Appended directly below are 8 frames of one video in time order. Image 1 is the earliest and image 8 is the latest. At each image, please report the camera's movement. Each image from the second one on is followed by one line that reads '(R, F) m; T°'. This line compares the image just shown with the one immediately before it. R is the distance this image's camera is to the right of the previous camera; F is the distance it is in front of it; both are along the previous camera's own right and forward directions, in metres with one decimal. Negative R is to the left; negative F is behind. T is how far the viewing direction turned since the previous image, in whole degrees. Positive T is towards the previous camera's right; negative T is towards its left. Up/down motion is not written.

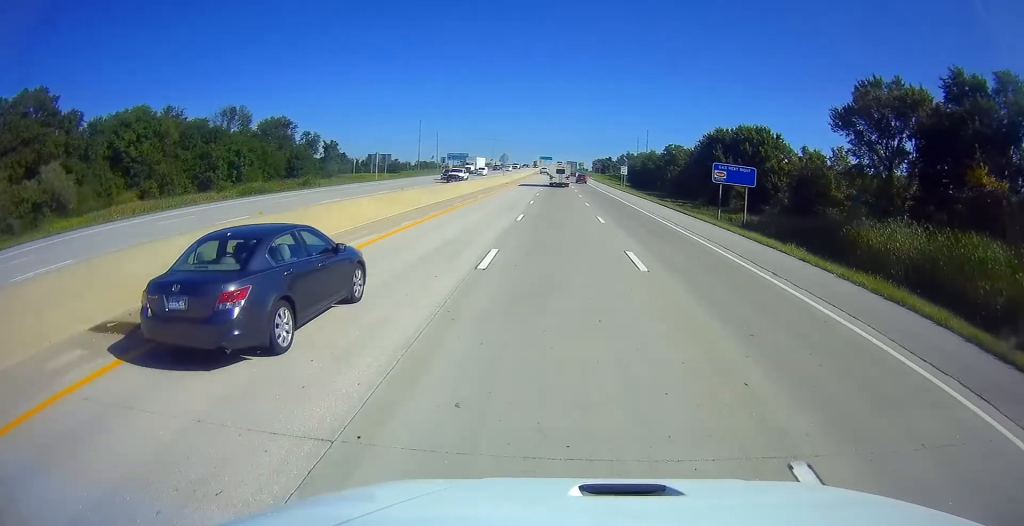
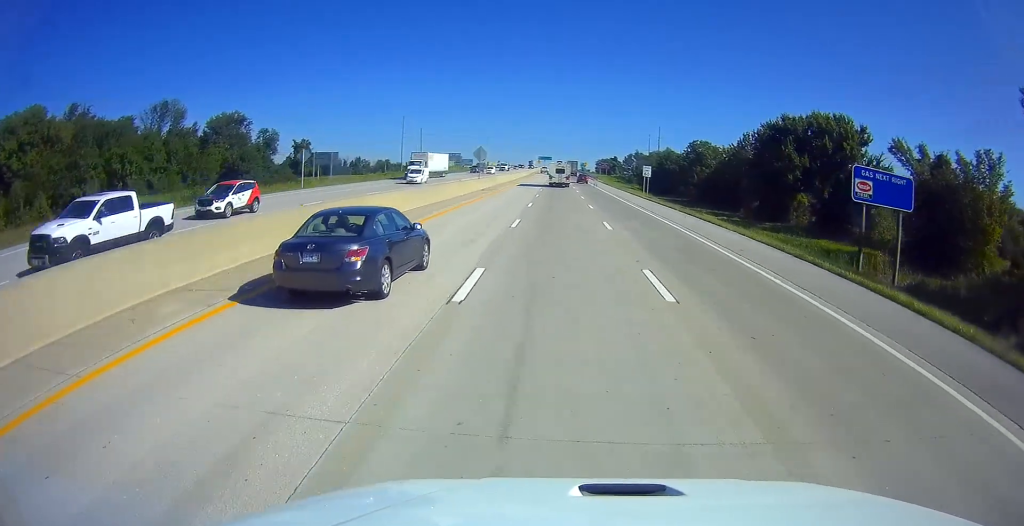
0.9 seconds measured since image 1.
(-0.1, +27.6) m; +1°
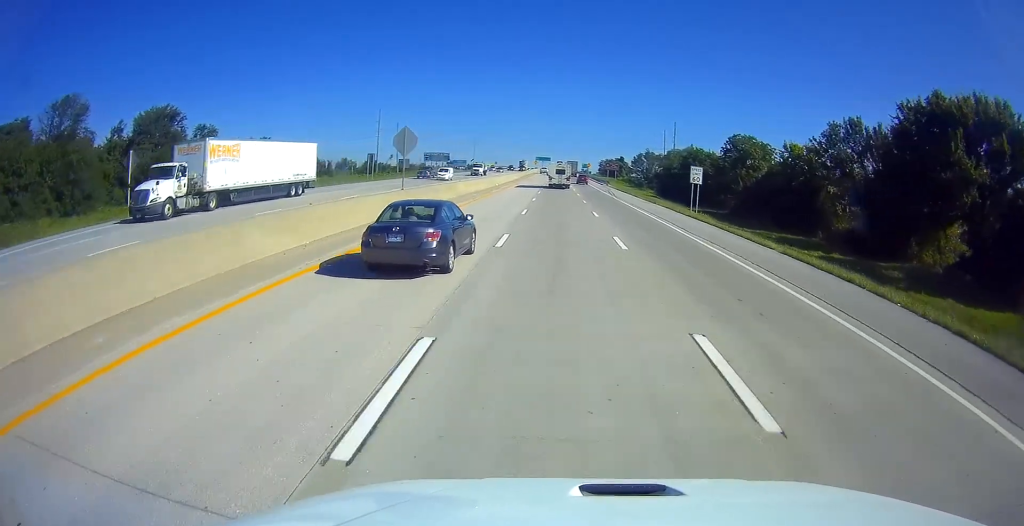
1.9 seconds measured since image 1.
(+0.4, +29.6) m; 0°
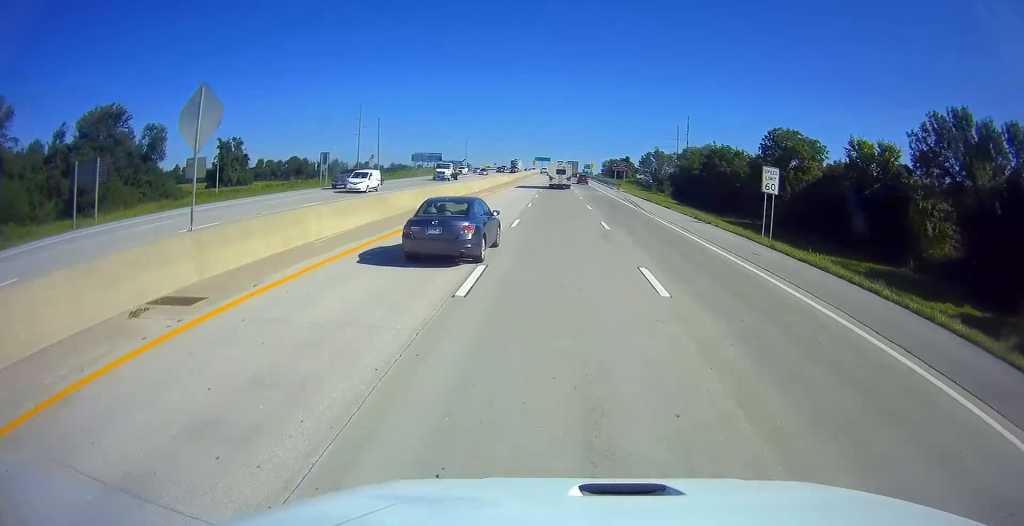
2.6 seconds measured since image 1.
(+0.1, +18.7) m; -1°
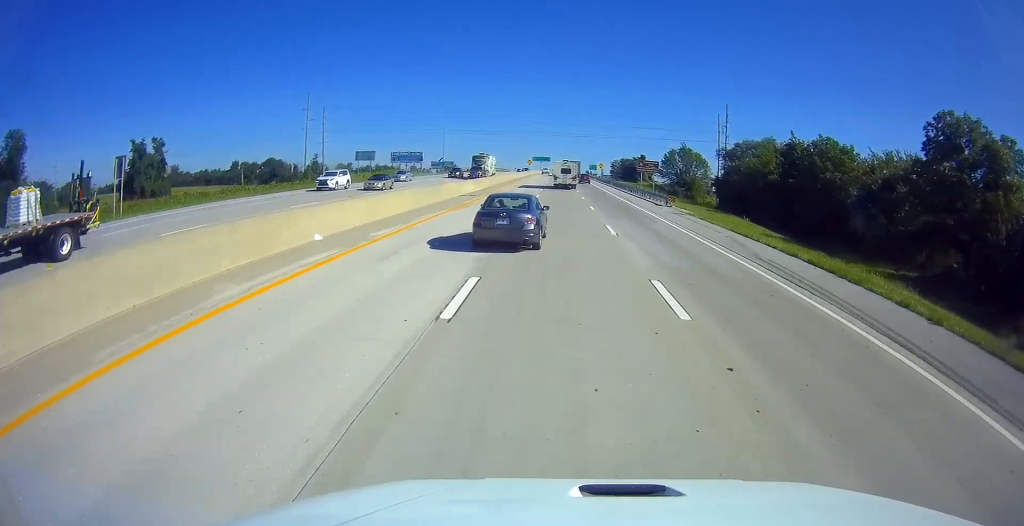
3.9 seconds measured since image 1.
(-0.5, +38.1) m; 0°
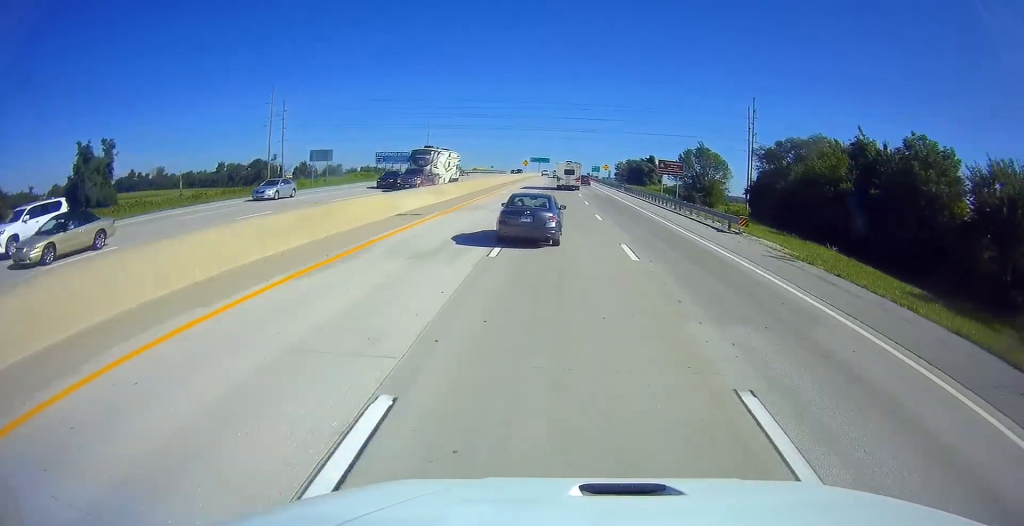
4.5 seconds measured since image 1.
(+0.3, +18.4) m; +1°
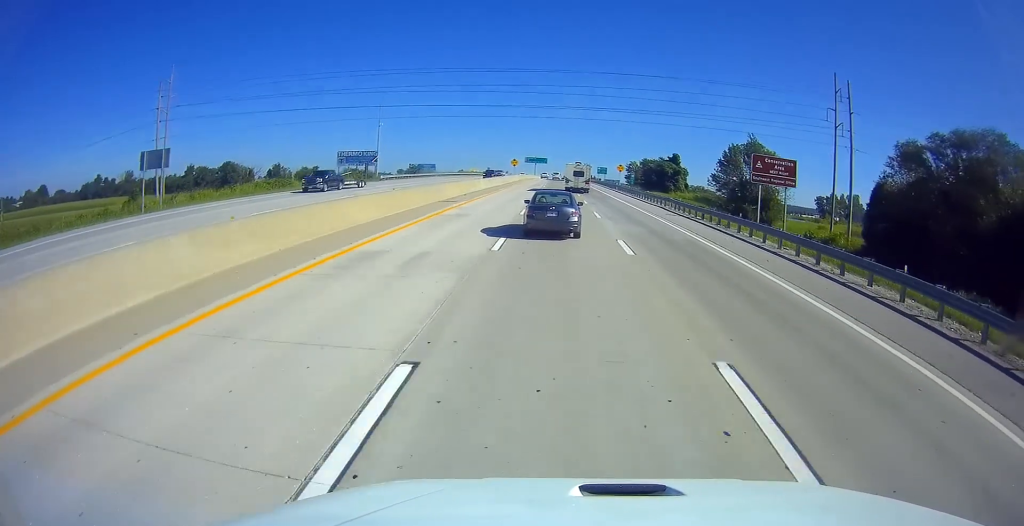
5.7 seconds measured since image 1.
(-0.2, +35.6) m; -1°
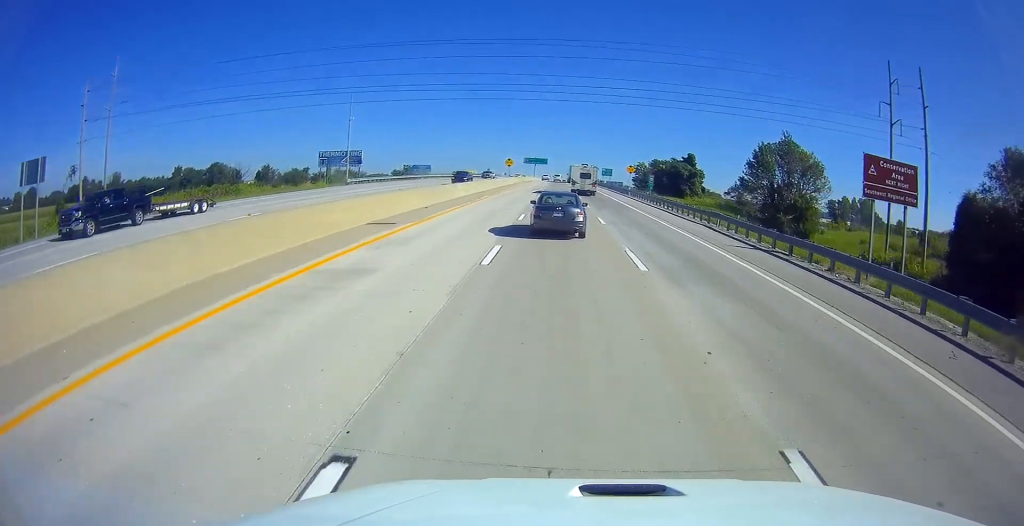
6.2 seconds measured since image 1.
(-0.4, +14.4) m; 0°
